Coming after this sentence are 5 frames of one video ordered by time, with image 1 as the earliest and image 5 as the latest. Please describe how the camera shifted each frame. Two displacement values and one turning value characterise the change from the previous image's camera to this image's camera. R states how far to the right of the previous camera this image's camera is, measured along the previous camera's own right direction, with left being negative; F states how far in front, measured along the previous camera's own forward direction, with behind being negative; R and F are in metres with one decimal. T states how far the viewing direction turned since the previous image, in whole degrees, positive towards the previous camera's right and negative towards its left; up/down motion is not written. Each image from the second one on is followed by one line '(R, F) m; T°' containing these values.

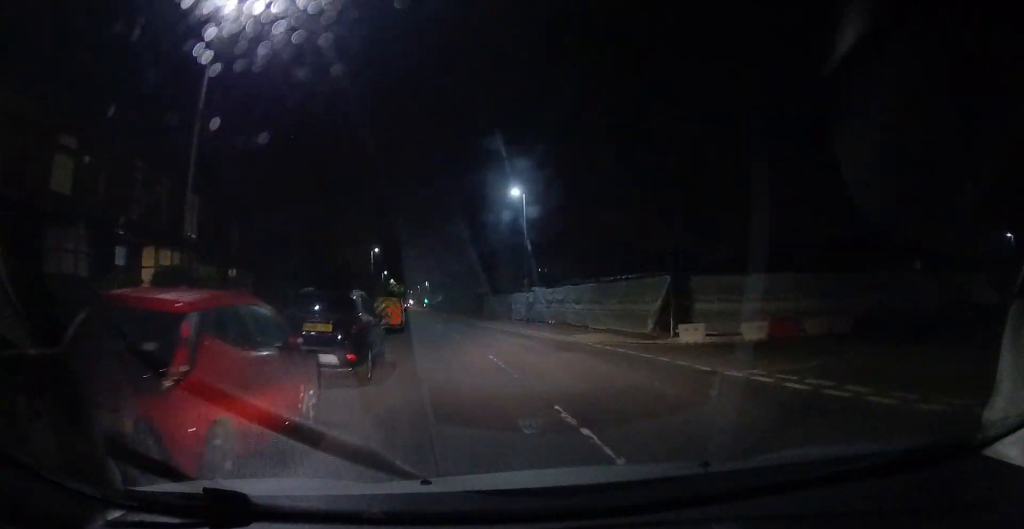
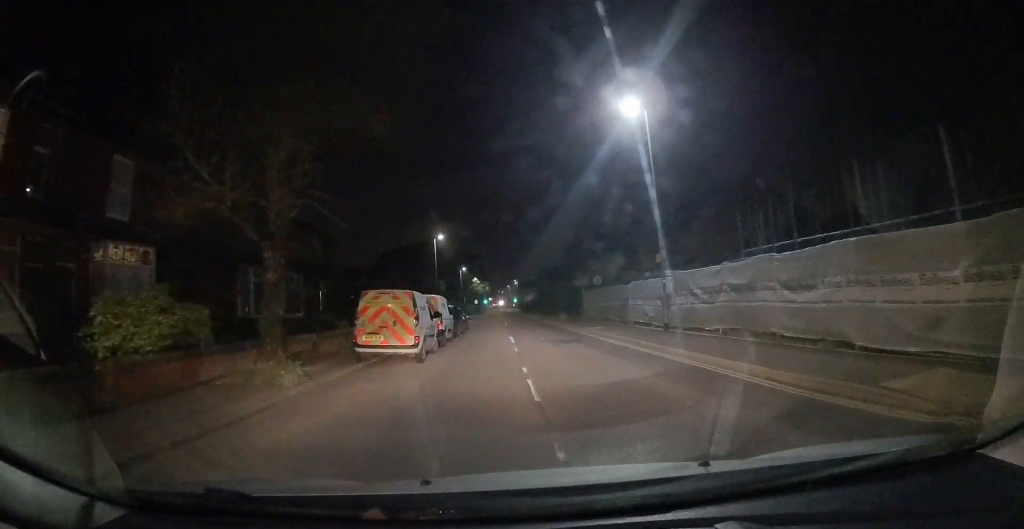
(-1.3, +14.1) m; -10°
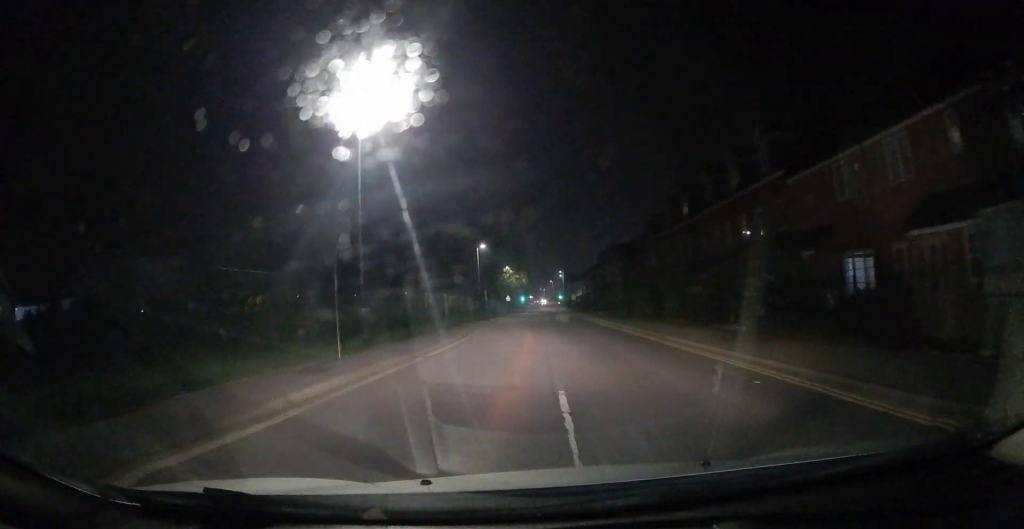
(-1.4, +32.1) m; 0°
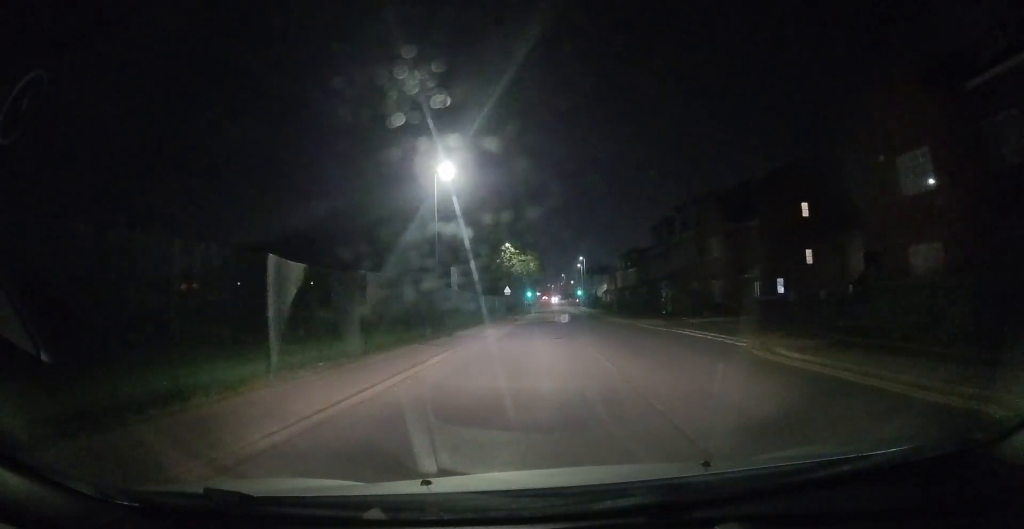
(-1.0, +31.0) m; -4°
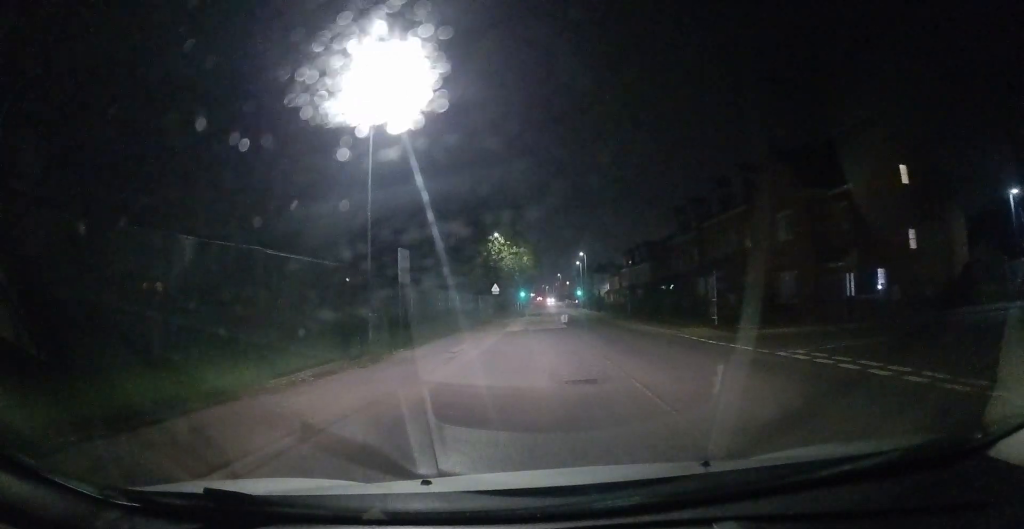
(0.0, +10.7) m; 0°
